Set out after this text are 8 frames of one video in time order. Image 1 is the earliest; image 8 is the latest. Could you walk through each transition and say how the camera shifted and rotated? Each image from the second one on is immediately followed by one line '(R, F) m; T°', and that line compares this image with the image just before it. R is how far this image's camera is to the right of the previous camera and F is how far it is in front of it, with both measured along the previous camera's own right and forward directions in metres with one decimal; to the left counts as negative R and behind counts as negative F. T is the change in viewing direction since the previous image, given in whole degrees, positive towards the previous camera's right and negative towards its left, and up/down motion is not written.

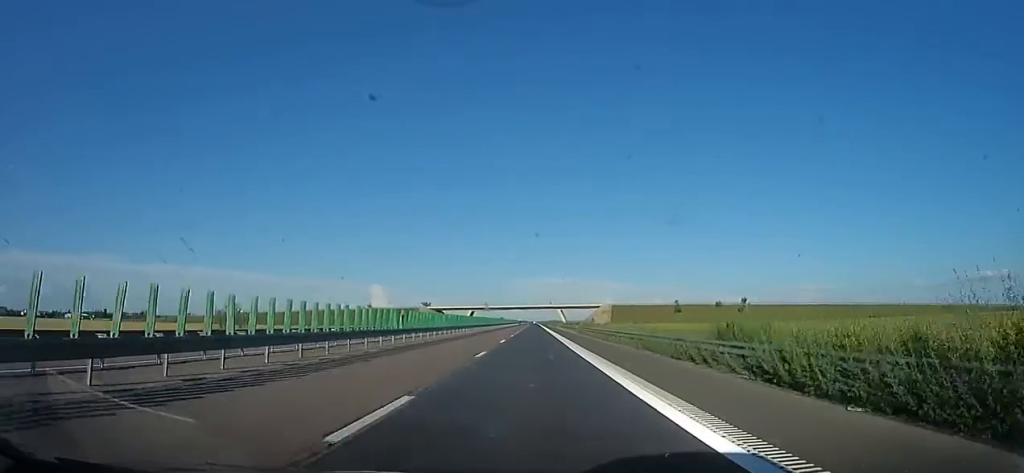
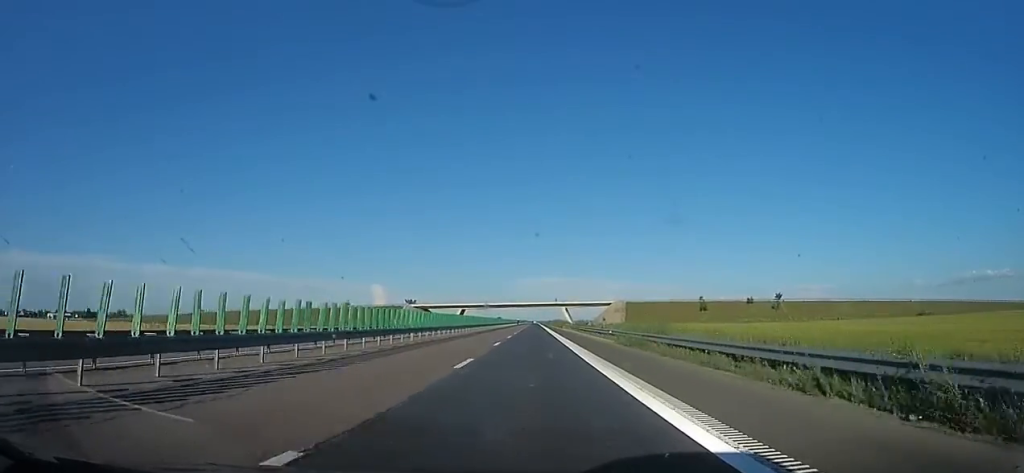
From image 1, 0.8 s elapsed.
(0.0, +28.3) m; 0°
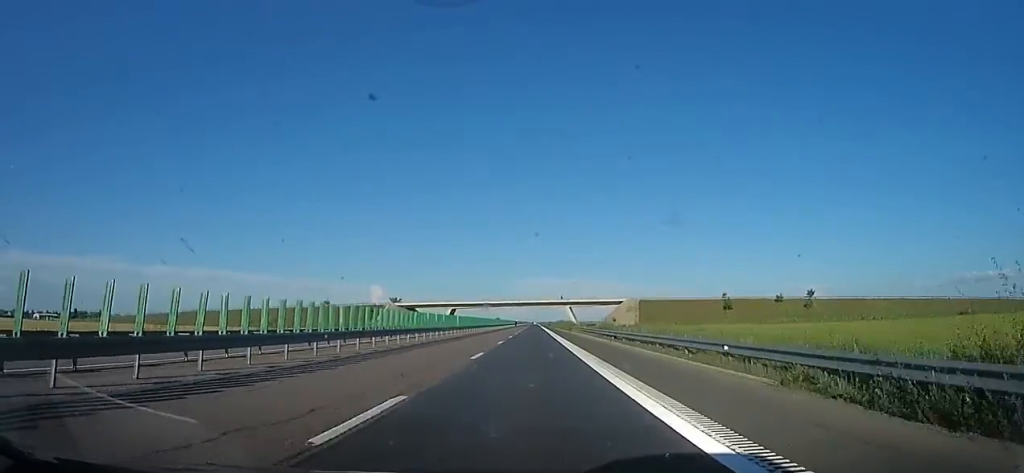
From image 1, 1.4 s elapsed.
(0.0, +20.6) m; 0°
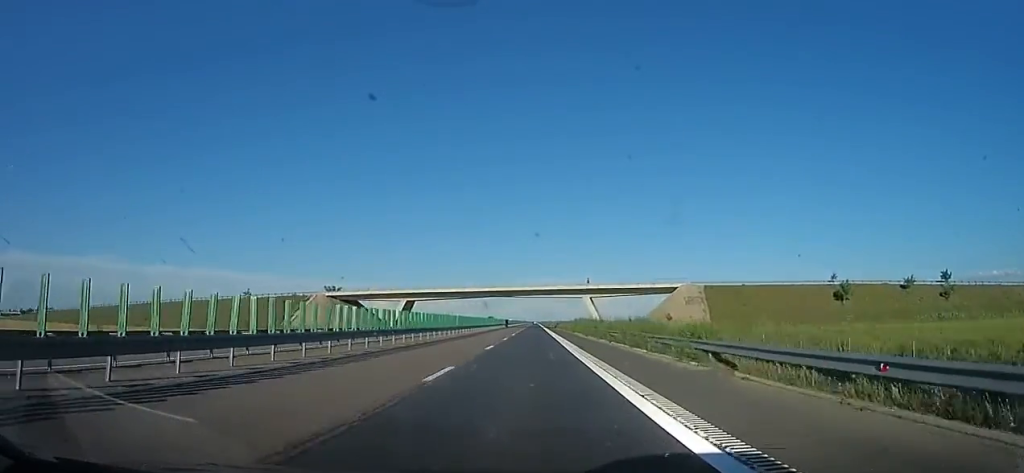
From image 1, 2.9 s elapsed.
(0.0, +54.6) m; 0°
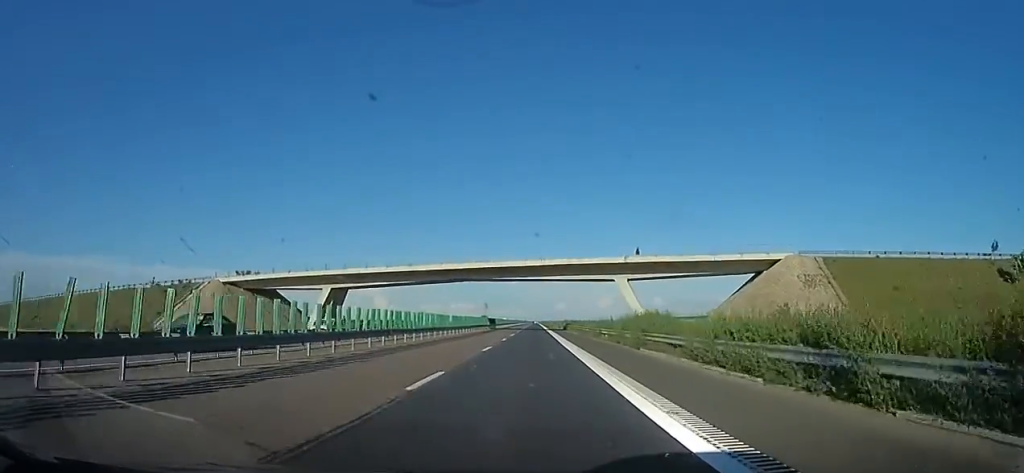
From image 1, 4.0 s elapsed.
(0.0, +37.6) m; 0°
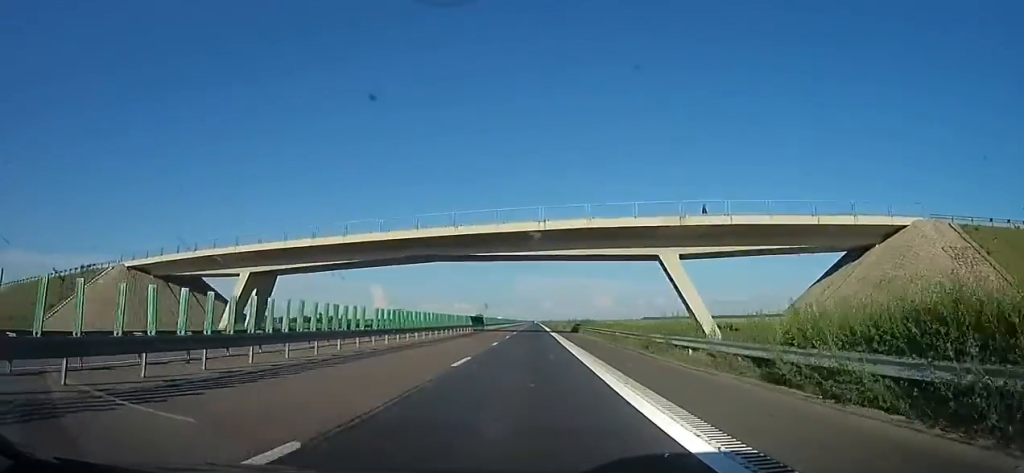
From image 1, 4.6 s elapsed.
(0.0, +19.4) m; -1°
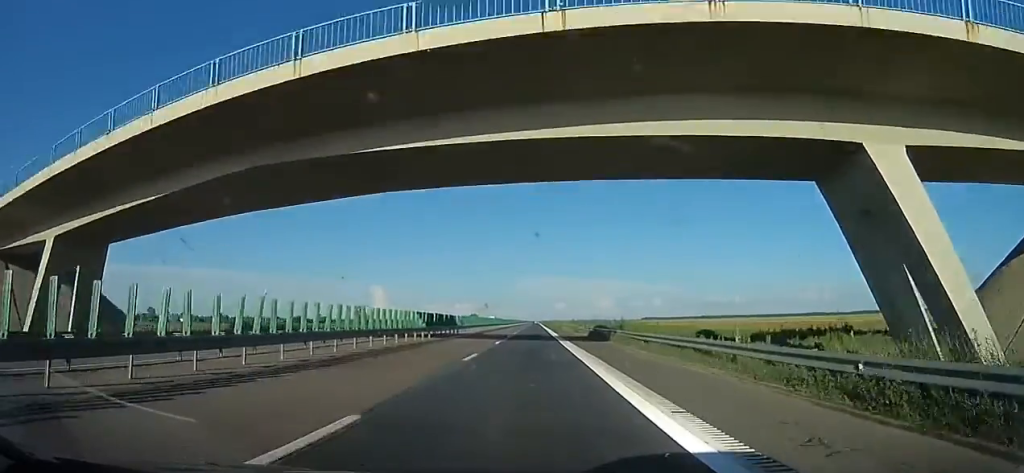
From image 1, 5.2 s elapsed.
(+0.3, +22.3) m; -2°
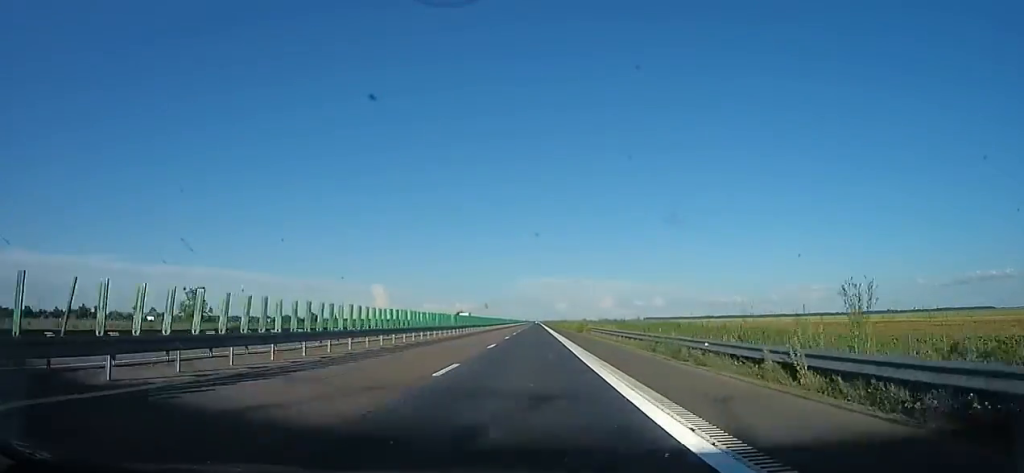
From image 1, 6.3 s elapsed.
(-1.2, +40.4) m; 0°
